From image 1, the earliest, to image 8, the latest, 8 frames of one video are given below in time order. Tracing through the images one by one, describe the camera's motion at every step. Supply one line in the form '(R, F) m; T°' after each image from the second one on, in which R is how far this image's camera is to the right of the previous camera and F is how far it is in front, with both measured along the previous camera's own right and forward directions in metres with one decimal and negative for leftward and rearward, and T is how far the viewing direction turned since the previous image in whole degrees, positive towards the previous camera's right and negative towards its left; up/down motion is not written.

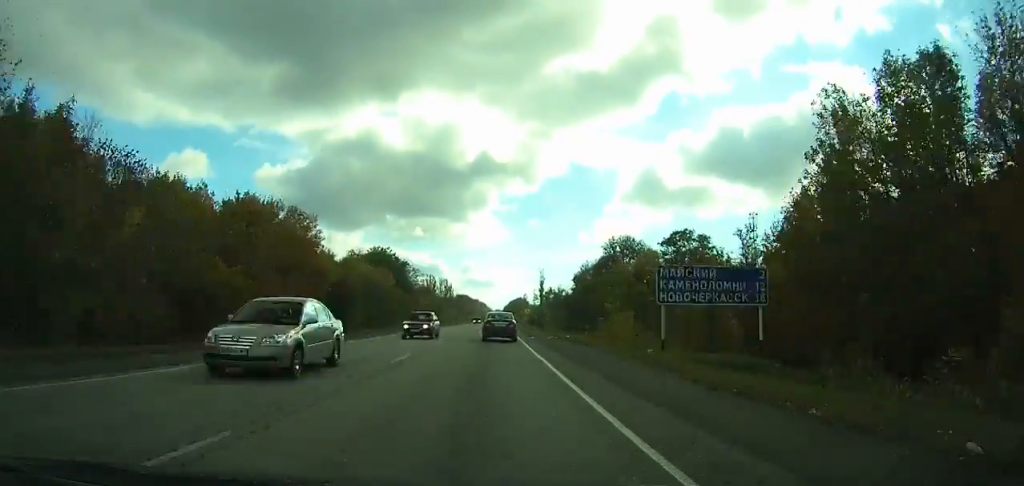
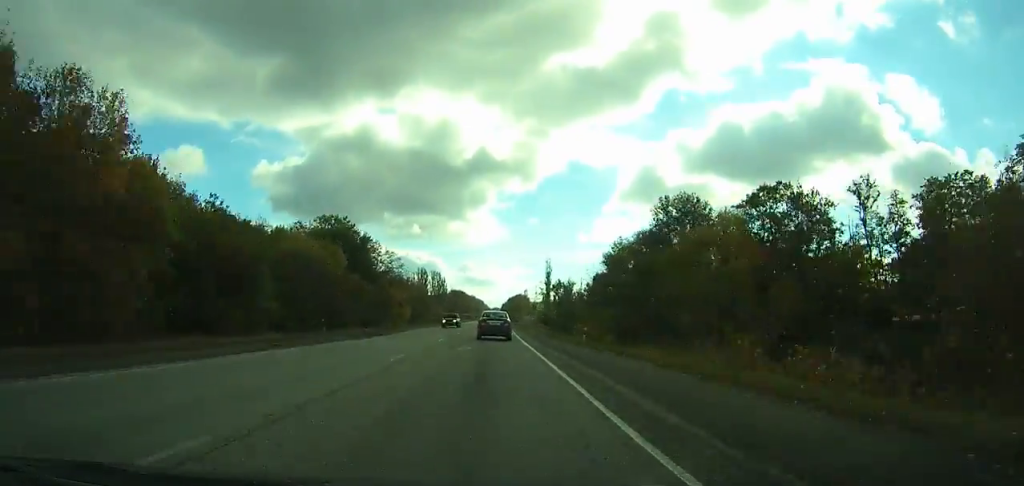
(-0.1, +33.5) m; 0°
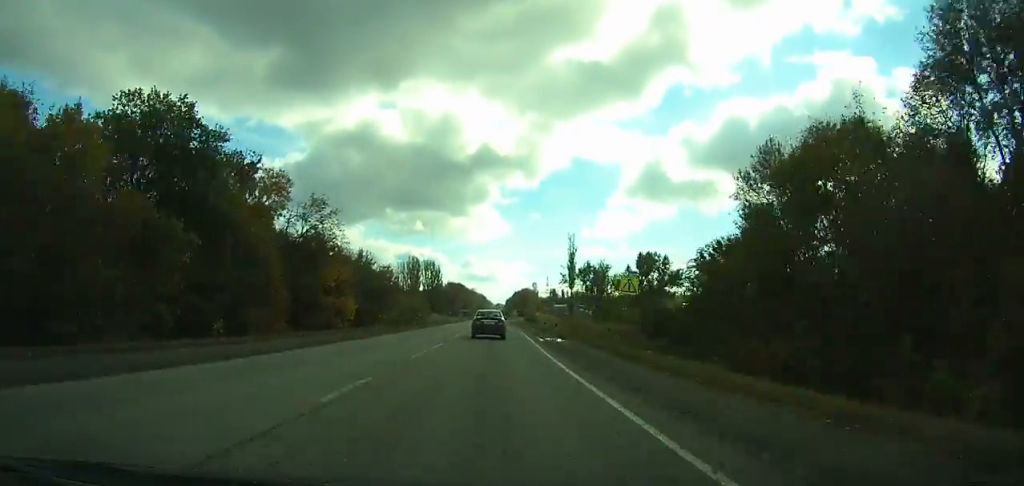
(0.0, +47.0) m; 0°
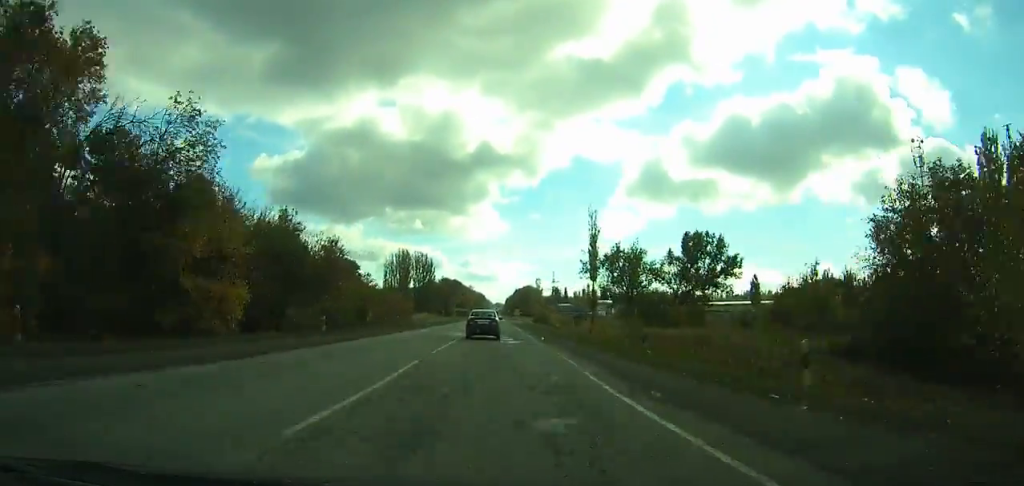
(0.0, +31.2) m; 0°
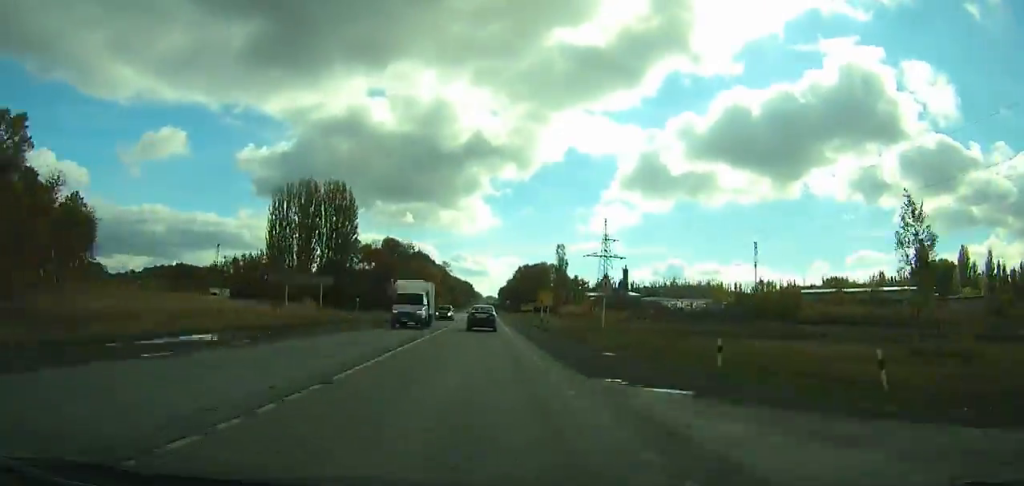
(+0.8, +141.0) m; +1°
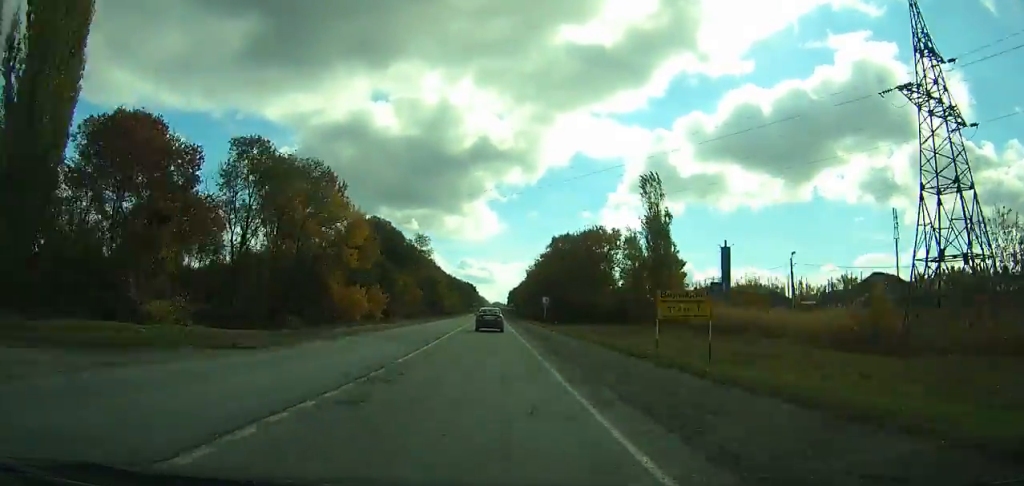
(0.0, +102.7) m; -1°
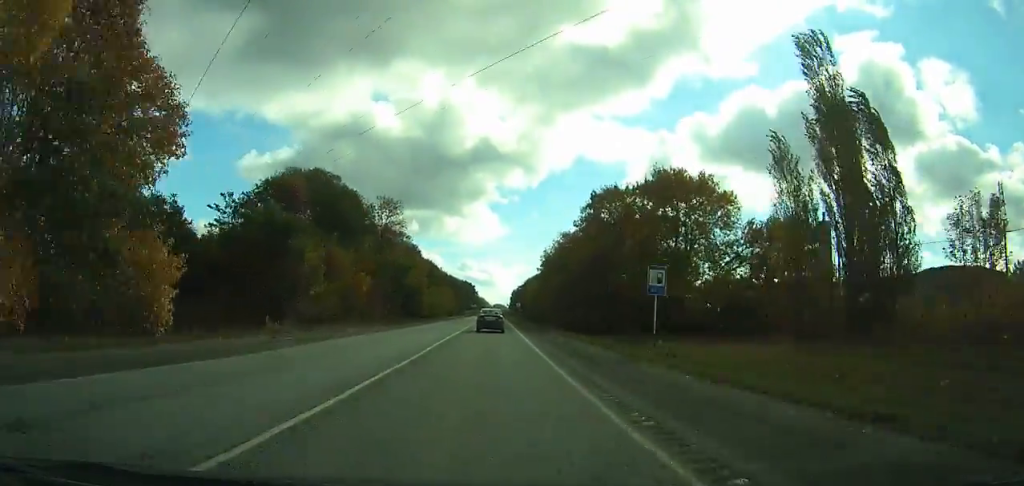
(-0.5, +45.5) m; 0°
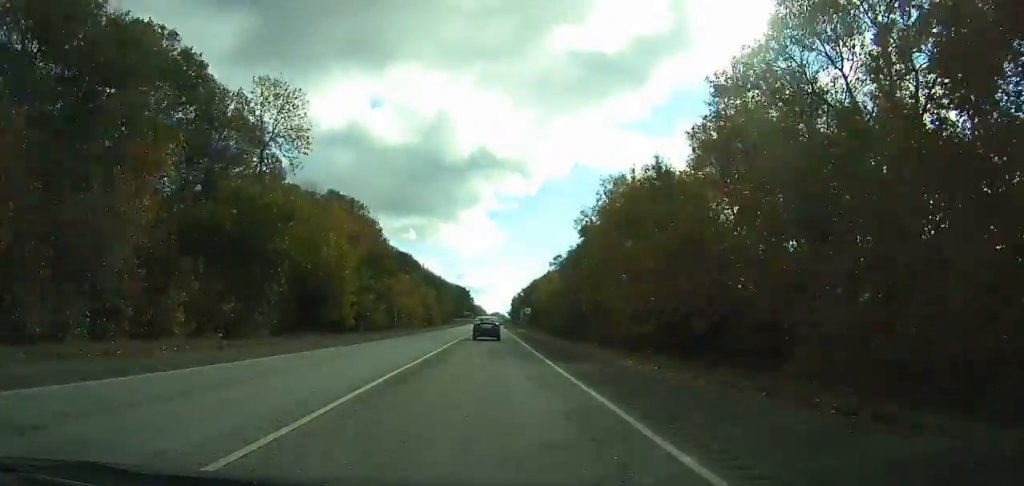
(+0.2, +48.0) m; 0°
